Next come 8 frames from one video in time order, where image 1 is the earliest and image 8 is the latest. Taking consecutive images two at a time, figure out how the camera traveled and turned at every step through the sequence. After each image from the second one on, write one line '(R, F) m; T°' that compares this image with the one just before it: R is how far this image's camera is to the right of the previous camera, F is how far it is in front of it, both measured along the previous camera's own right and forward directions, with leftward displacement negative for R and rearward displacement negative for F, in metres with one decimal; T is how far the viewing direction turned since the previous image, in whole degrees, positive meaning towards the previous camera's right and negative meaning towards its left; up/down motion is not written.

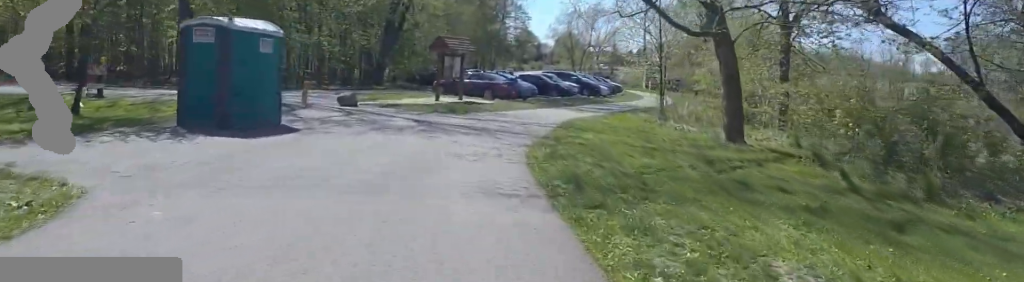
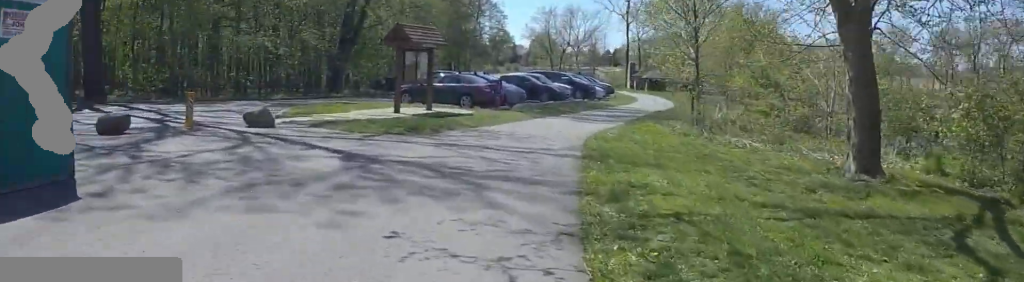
(-0.6, +7.1) m; +5°
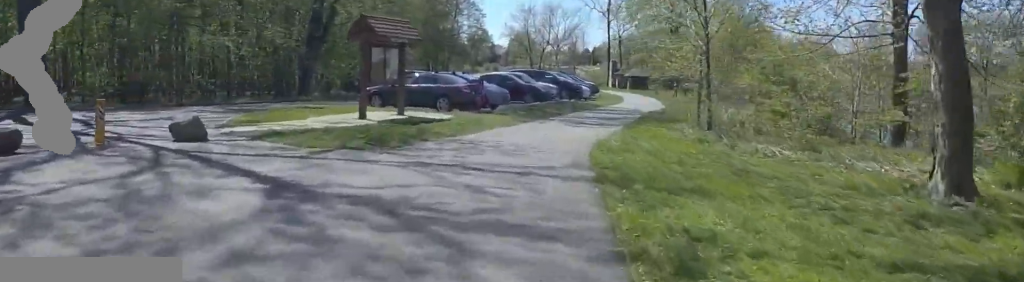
(+0.5, +2.8) m; +5°
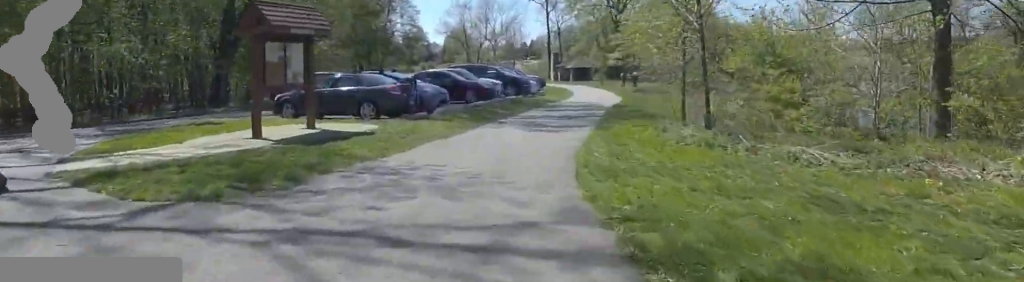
(+0.2, +4.3) m; -1°
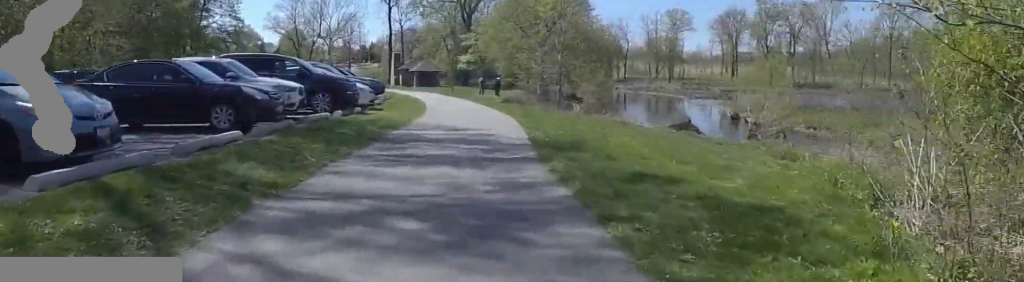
(-2.1, +14.9) m; -1°
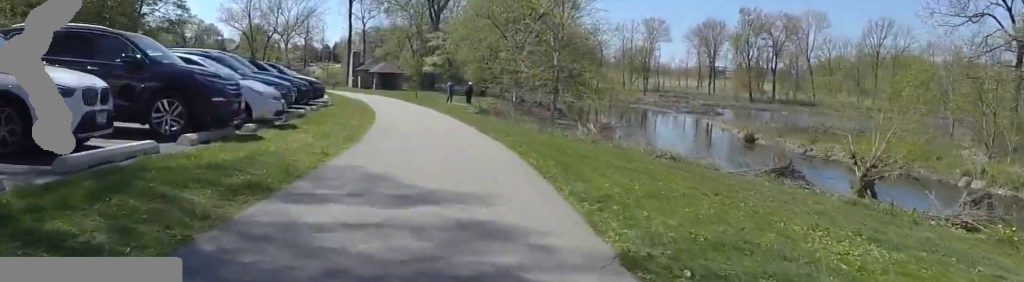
(+1.3, +8.8) m; +7°
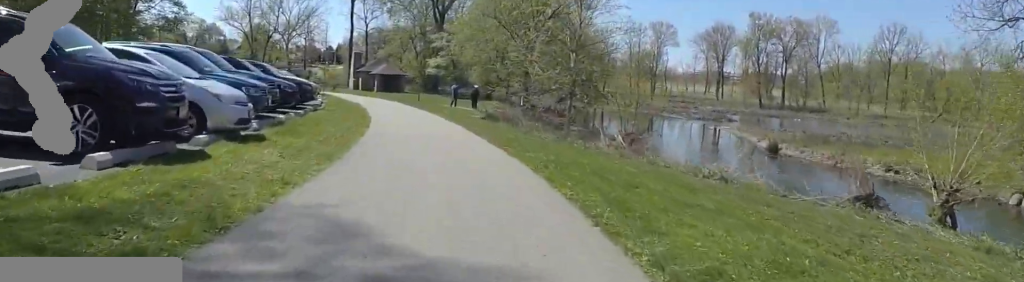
(0.0, +2.8) m; 0°
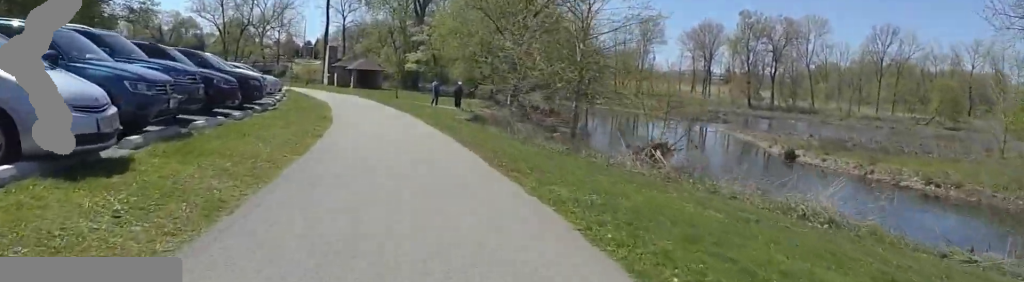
(-0.3, +4.5) m; 0°
